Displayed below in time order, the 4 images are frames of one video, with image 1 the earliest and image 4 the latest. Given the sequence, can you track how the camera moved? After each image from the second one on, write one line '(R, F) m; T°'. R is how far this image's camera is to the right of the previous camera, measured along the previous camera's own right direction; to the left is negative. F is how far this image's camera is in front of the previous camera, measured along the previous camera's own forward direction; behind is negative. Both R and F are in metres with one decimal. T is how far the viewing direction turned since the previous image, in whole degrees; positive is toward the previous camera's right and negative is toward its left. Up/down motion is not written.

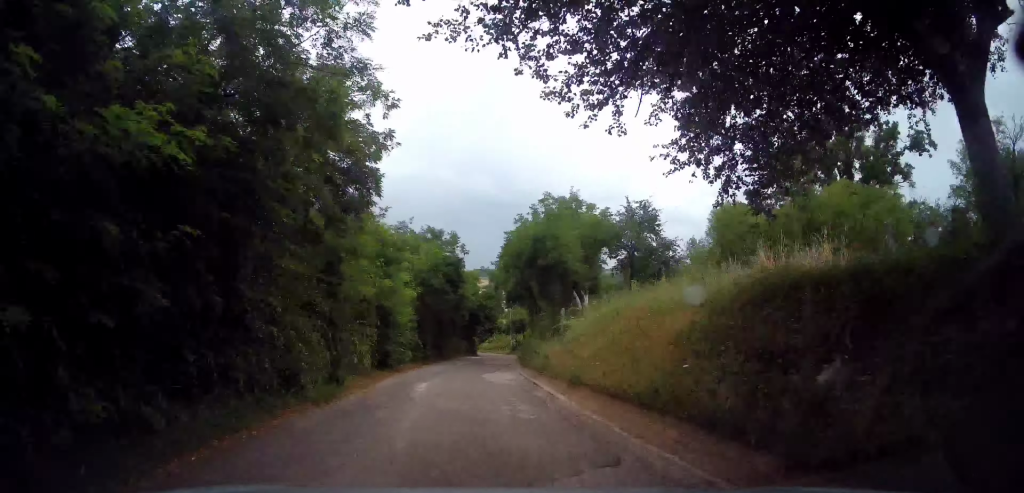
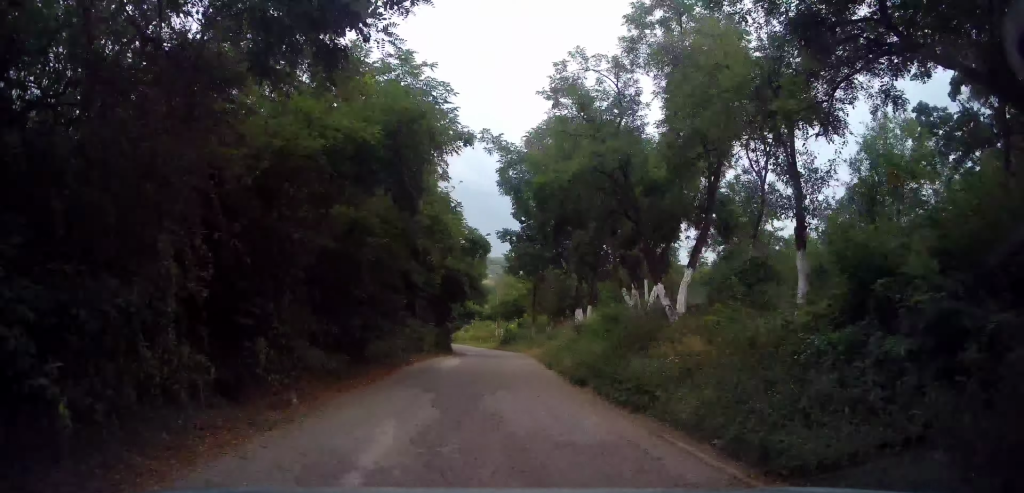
(-0.4, +20.8) m; +2°
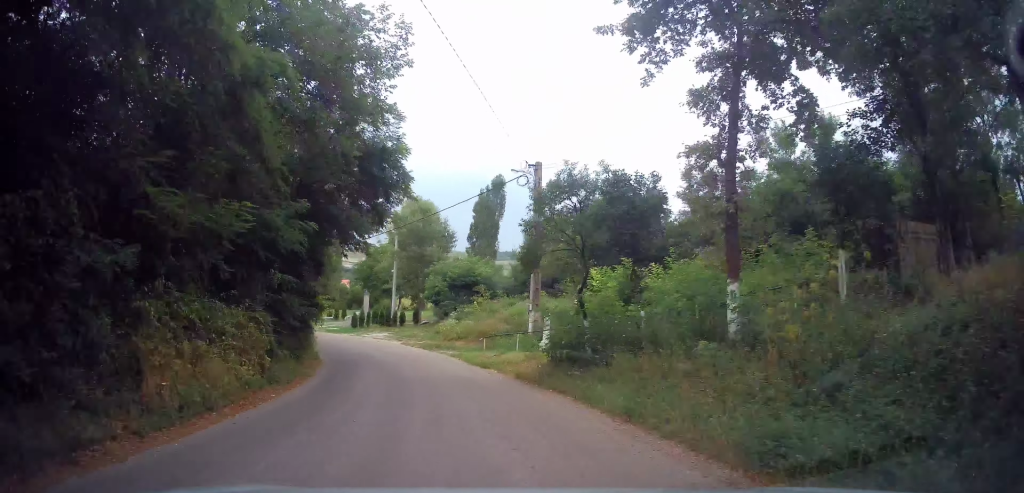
(+2.6, +34.8) m; +1°
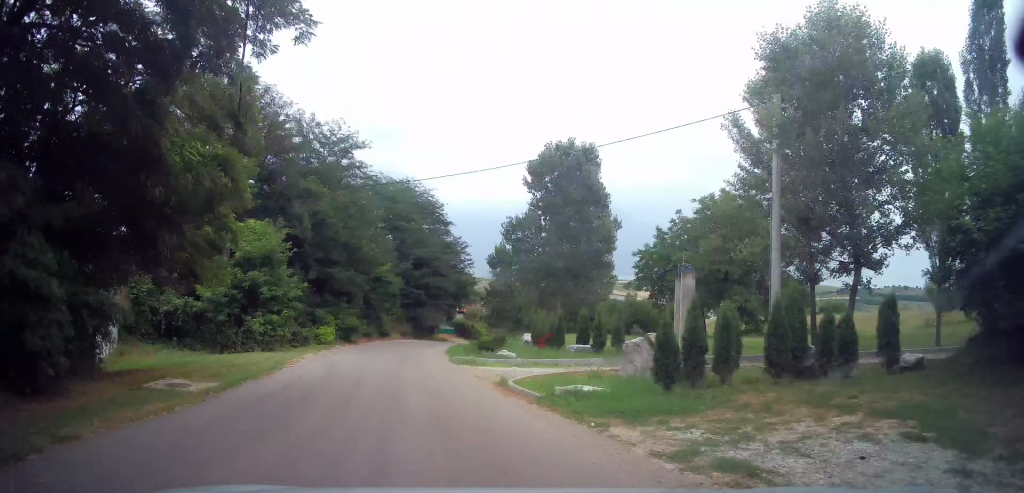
(-8.4, +40.5) m; -25°
